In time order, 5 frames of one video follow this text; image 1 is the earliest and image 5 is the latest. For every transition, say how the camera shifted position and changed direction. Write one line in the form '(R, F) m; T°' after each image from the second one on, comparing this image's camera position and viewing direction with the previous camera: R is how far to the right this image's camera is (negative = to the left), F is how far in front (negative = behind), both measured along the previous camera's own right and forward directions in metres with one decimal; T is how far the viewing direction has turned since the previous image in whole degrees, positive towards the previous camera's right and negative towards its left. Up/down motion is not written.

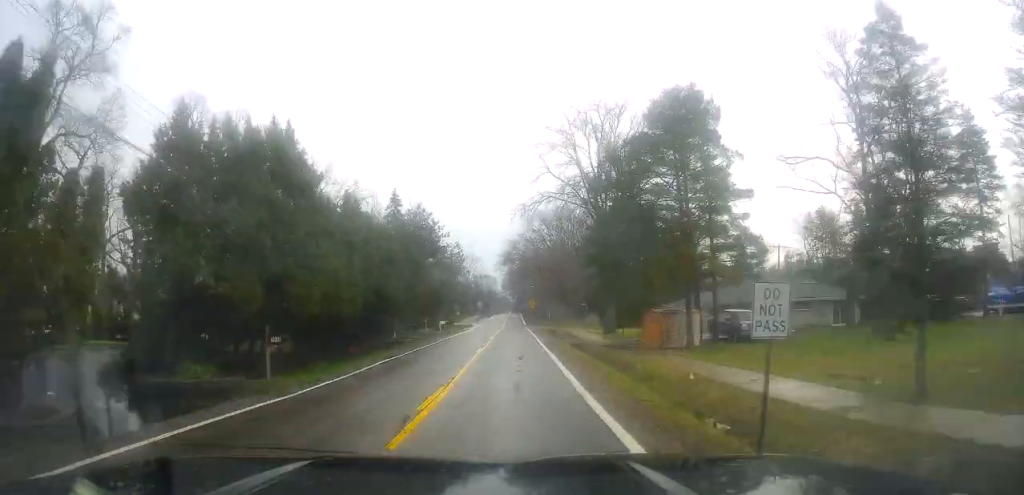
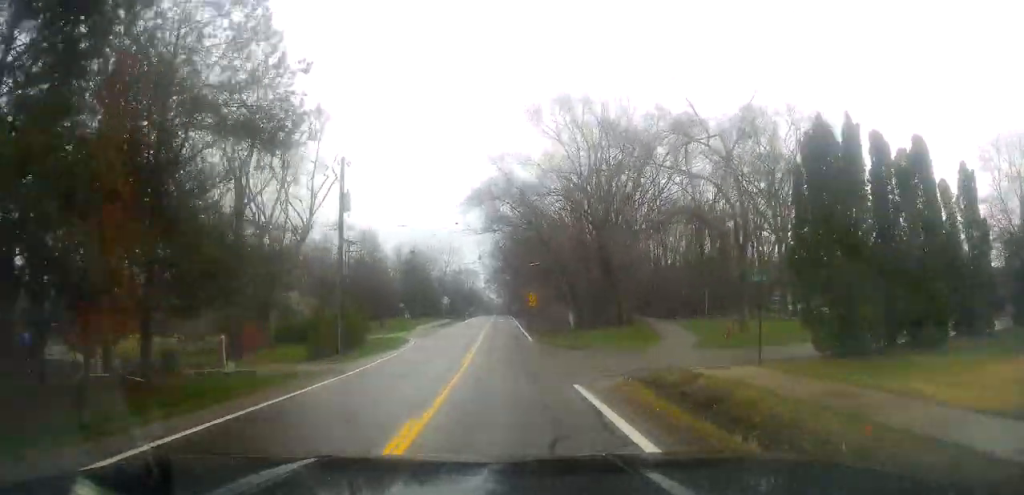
(+2.3, +50.0) m; +2°
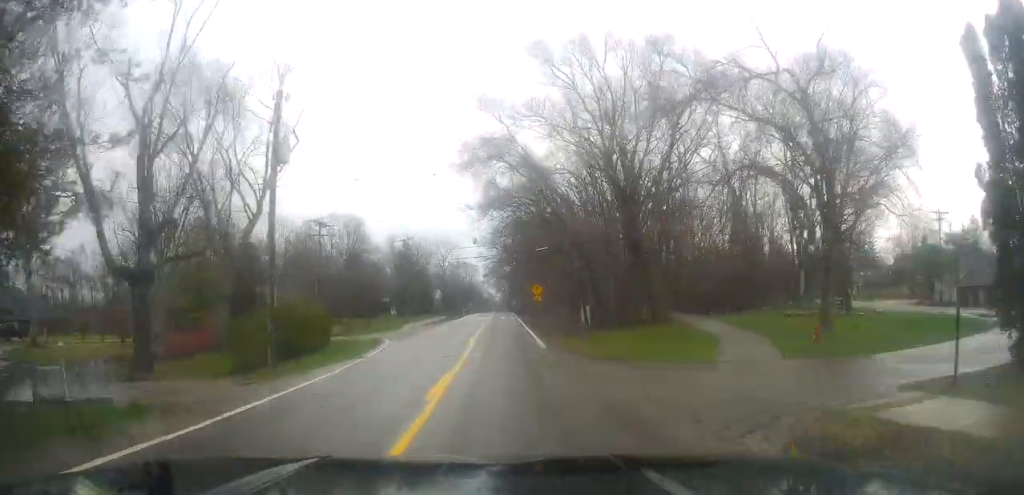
(-0.1, +9.7) m; 0°
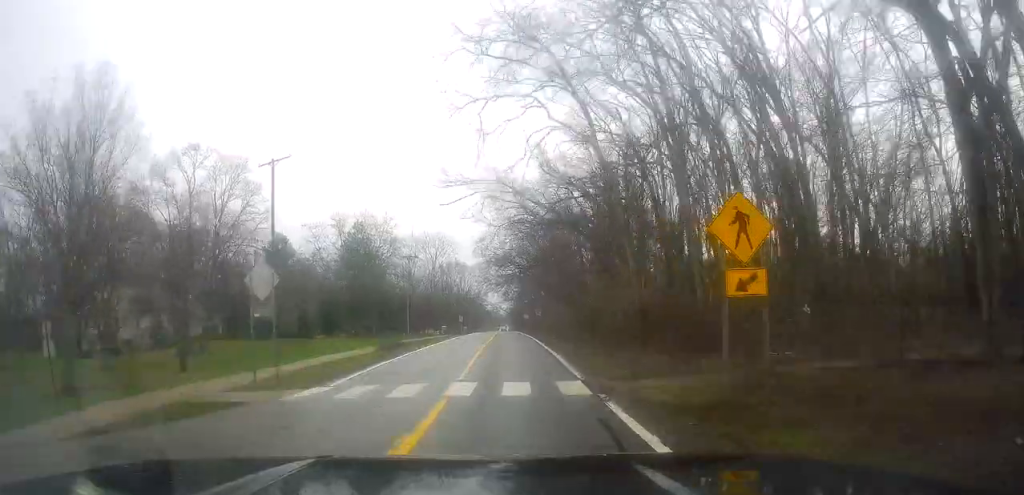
(+0.8, +52.9) m; 0°
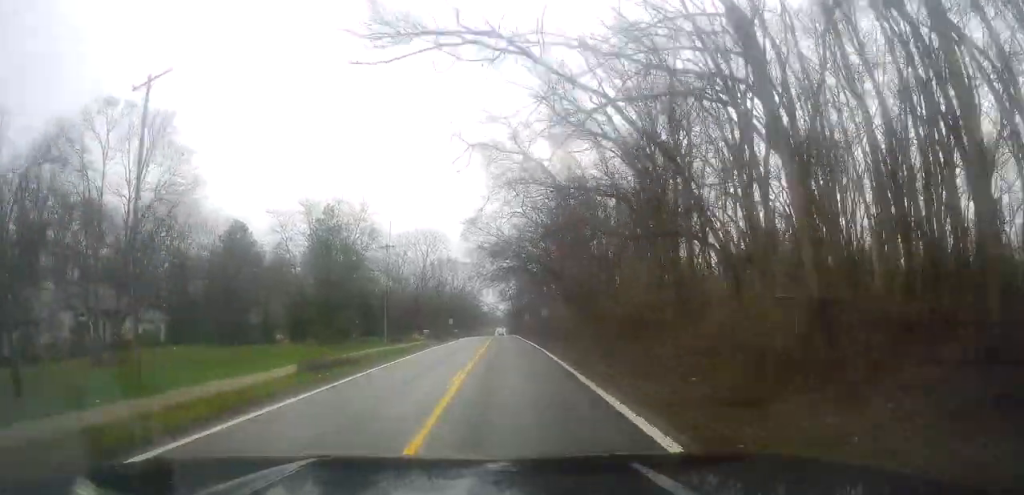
(-0.1, +14.4) m; +1°
